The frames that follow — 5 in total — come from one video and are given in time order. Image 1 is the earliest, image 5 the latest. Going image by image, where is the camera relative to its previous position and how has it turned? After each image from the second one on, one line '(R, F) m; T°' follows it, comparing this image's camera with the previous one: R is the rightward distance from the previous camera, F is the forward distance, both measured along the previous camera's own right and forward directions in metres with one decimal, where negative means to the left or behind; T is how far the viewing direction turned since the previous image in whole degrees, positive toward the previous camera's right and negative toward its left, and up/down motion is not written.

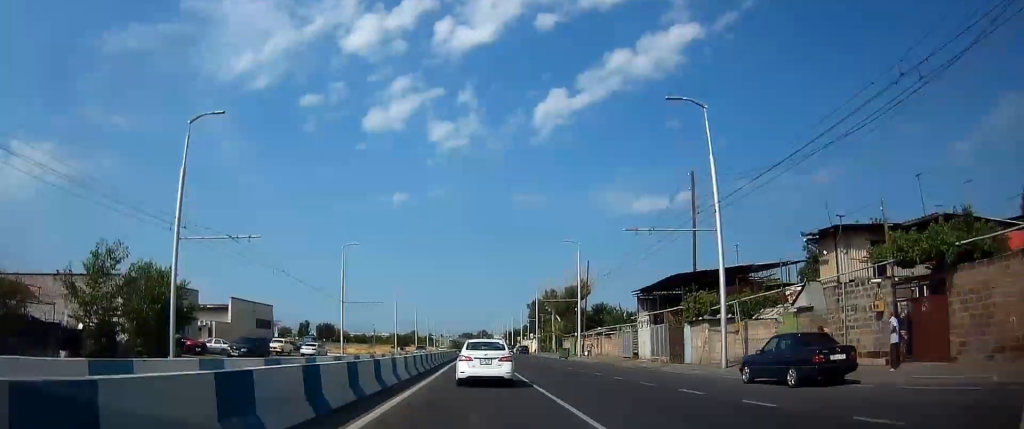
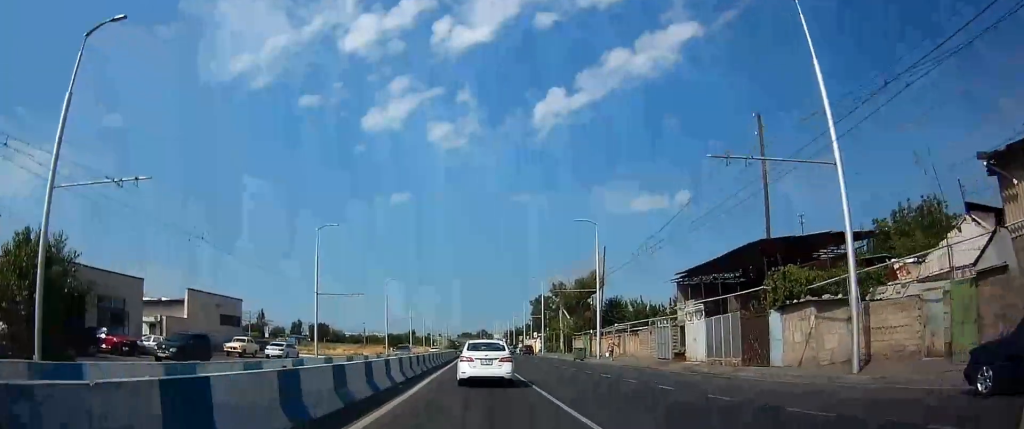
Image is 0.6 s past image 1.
(+0.1, +10.2) m; +1°
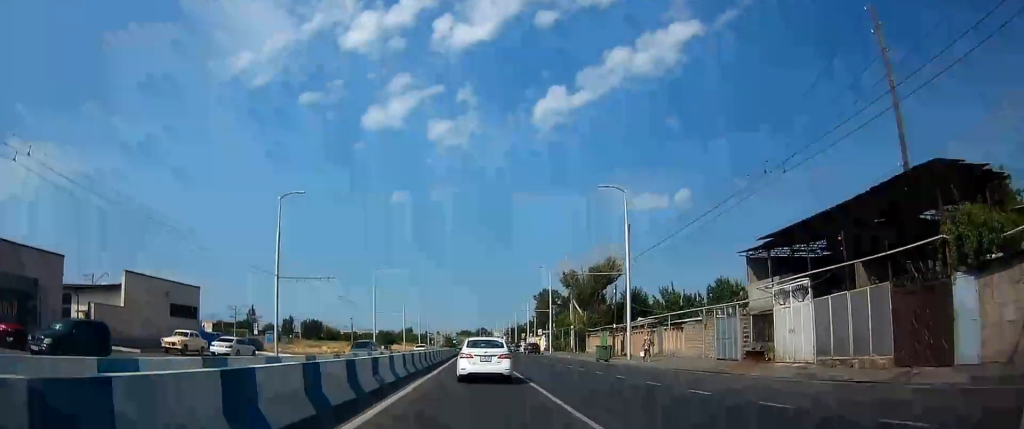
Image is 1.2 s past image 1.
(+0.1, +10.4) m; 0°
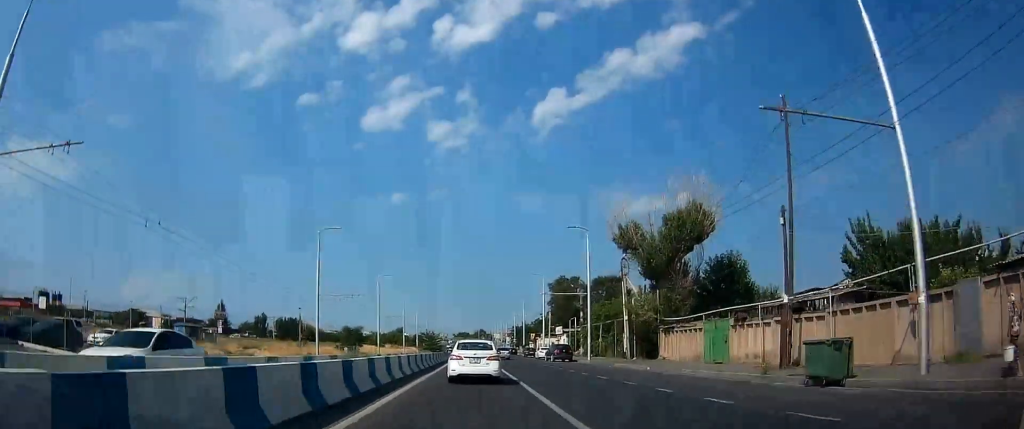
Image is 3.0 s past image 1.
(-0.2, +30.4) m; 0°
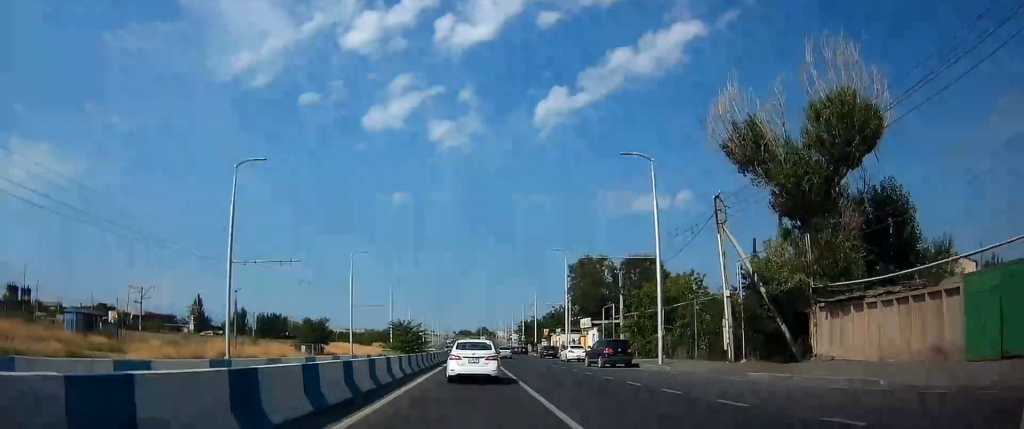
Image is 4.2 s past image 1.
(0.0, +23.2) m; -1°
